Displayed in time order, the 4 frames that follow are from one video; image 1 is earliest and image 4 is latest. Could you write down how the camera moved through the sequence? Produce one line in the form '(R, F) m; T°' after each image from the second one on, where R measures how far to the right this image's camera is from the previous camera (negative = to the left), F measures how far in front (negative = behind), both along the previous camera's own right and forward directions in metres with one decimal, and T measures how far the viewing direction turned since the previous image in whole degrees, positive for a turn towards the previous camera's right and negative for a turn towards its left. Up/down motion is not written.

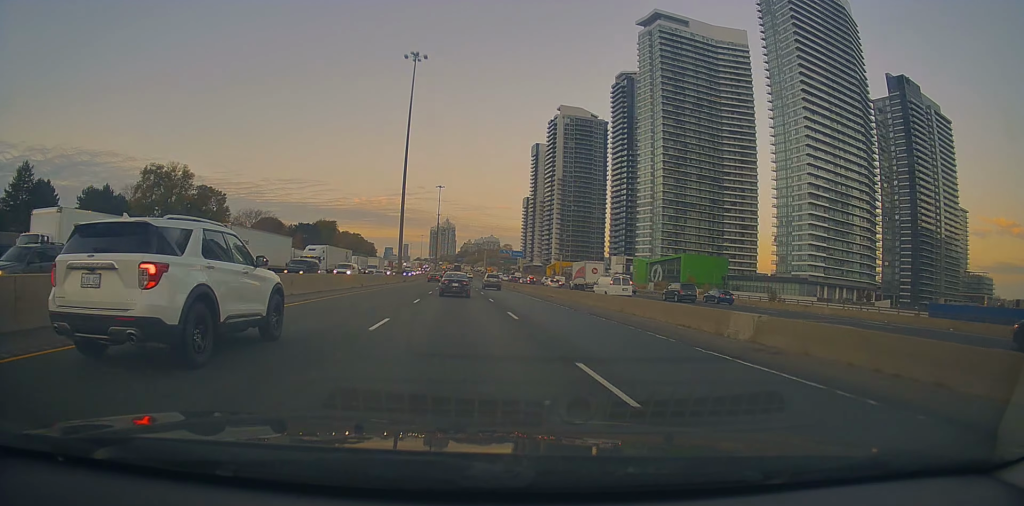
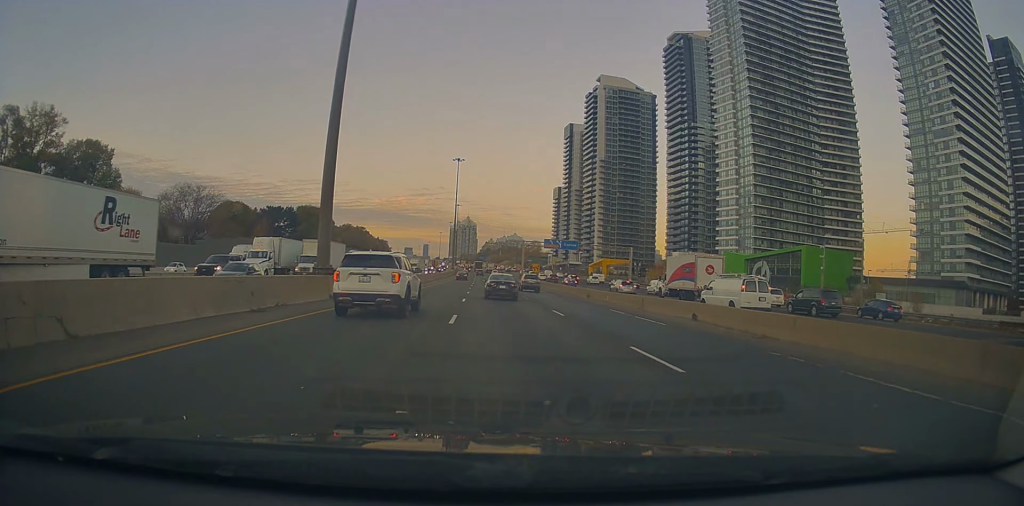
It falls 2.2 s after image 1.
(-0.7, +57.4) m; -2°
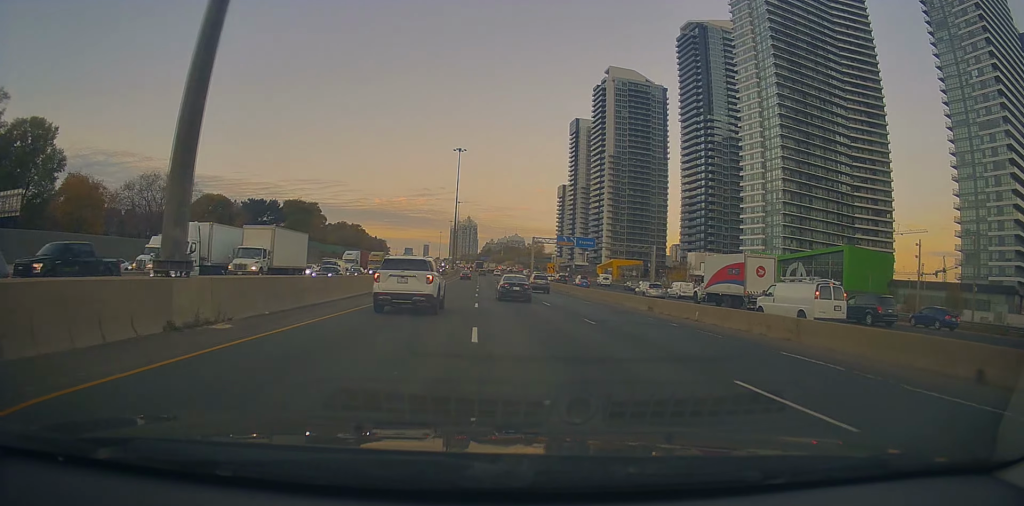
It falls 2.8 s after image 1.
(-0.2, +15.6) m; 0°
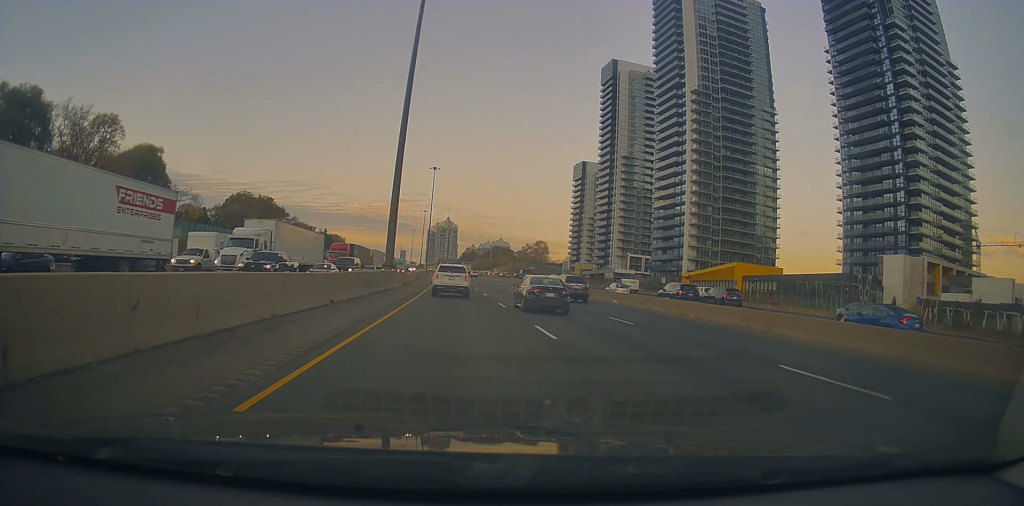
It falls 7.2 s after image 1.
(+3.4, +118.2) m; +2°
